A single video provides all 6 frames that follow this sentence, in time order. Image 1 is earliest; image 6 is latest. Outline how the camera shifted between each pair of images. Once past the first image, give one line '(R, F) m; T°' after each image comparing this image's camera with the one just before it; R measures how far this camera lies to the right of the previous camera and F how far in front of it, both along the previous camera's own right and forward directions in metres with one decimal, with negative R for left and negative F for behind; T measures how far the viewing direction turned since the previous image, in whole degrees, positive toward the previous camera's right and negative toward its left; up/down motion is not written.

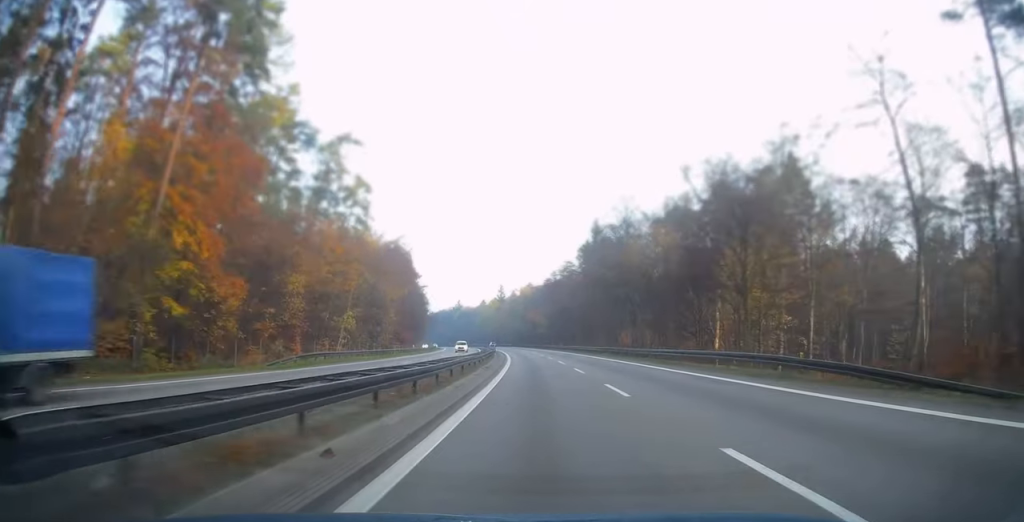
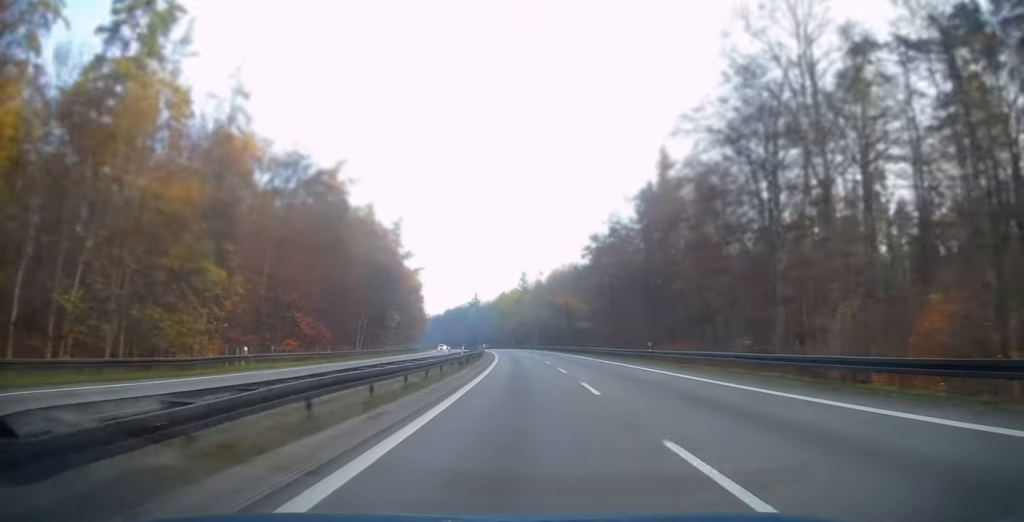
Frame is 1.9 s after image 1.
(-1.3, +58.1) m; -3°
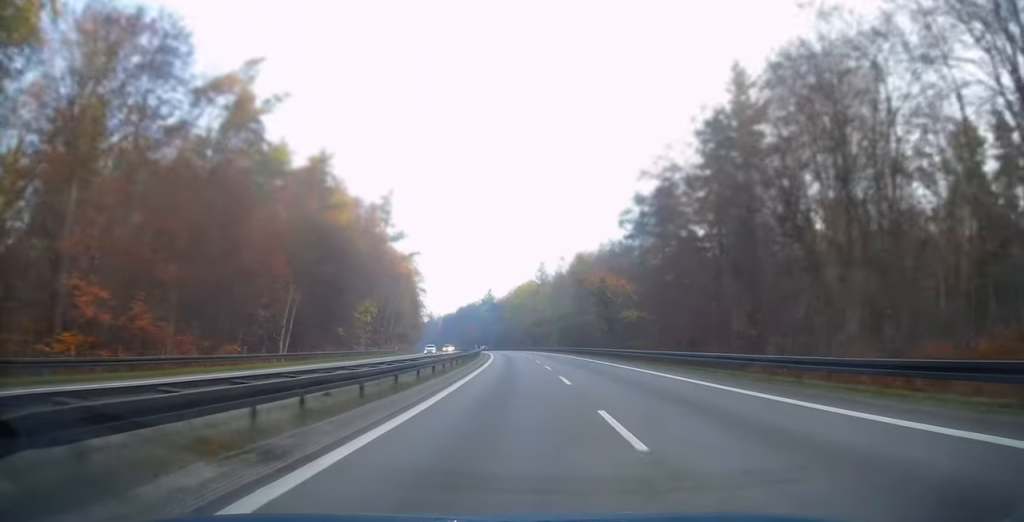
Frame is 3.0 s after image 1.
(-0.6, +31.6) m; -2°
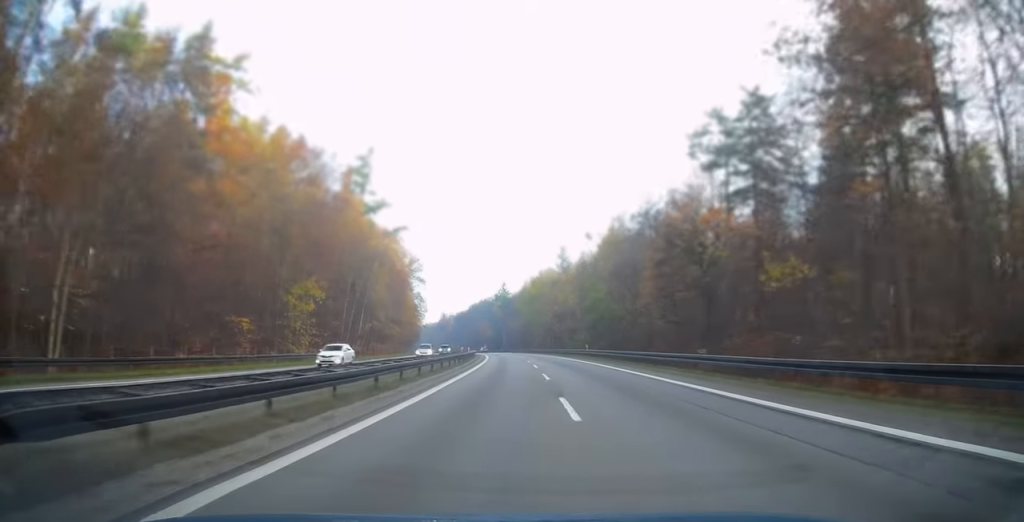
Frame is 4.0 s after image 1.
(-0.6, +32.3) m; -2°
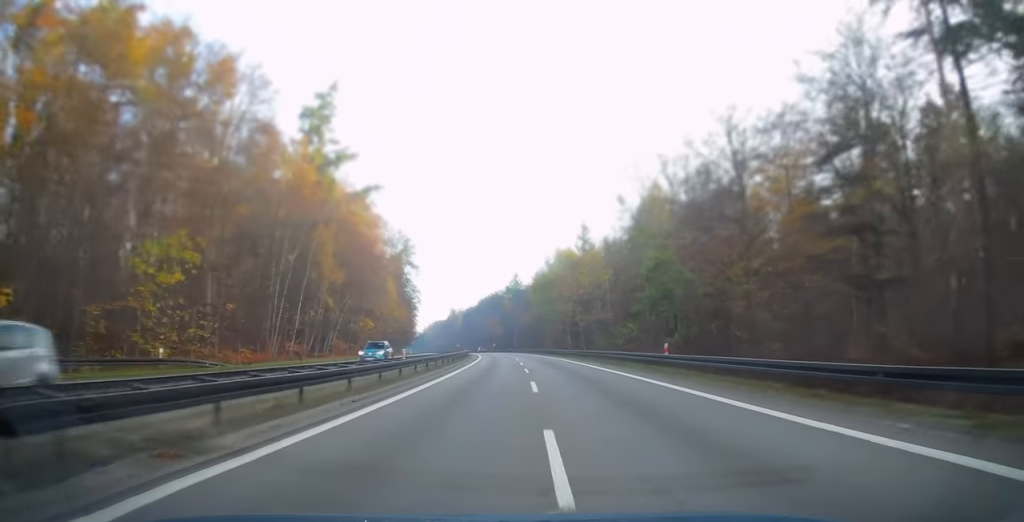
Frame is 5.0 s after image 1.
(-0.4, +29.5) m; -2°
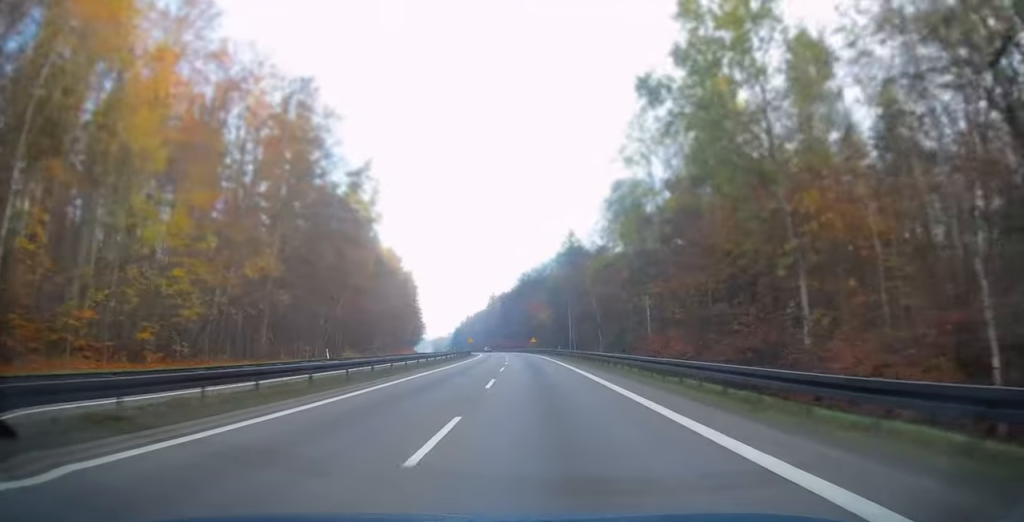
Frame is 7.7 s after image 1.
(-3.6, +81.5) m; -5°
